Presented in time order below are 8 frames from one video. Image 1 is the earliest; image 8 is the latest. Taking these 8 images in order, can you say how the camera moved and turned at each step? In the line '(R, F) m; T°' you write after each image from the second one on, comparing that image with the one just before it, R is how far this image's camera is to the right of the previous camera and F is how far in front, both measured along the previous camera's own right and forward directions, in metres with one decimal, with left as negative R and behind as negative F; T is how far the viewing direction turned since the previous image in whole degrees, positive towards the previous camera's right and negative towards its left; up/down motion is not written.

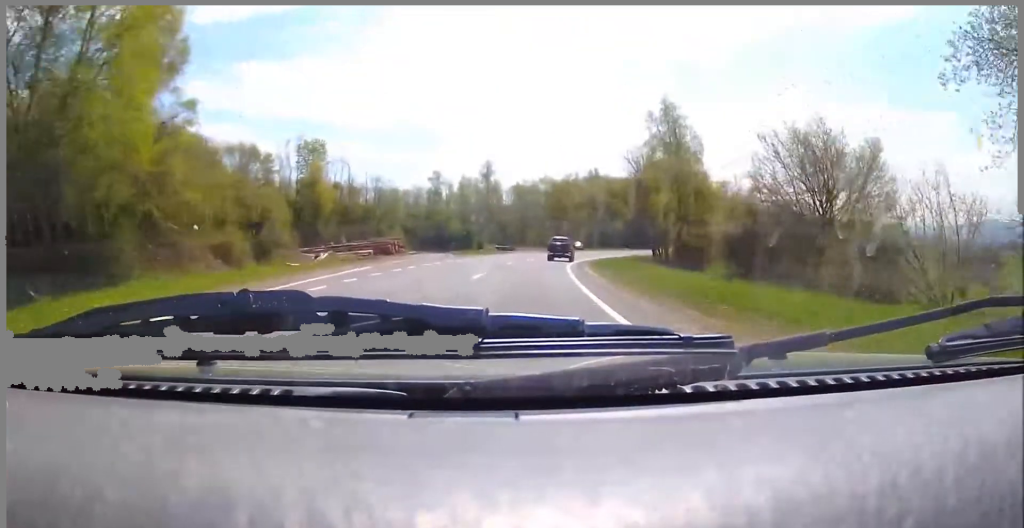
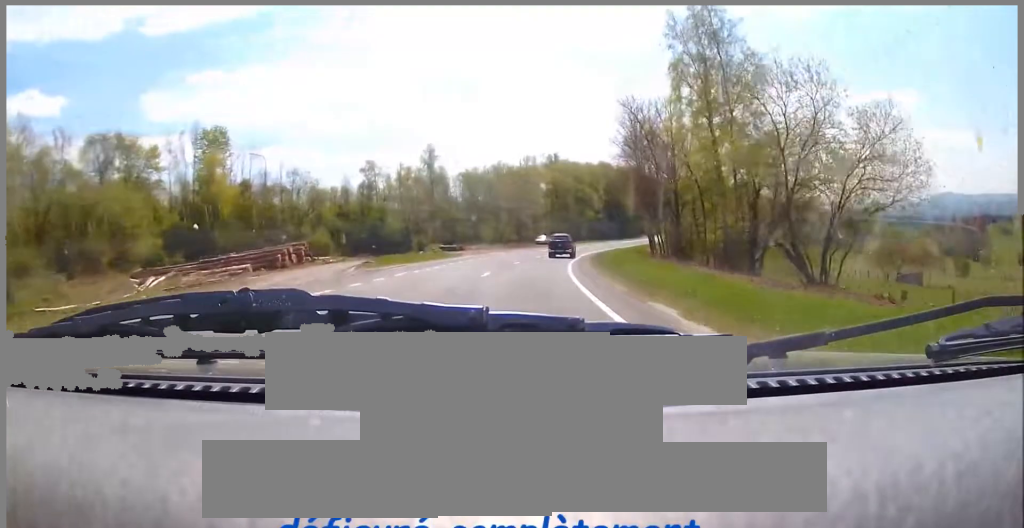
(+0.7, +22.3) m; +4°
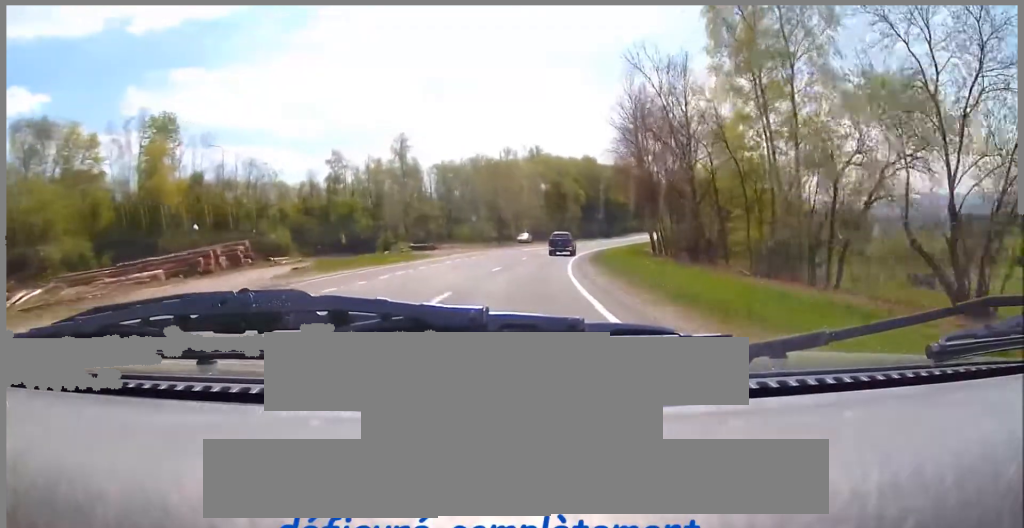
(0.0, +9.7) m; +2°
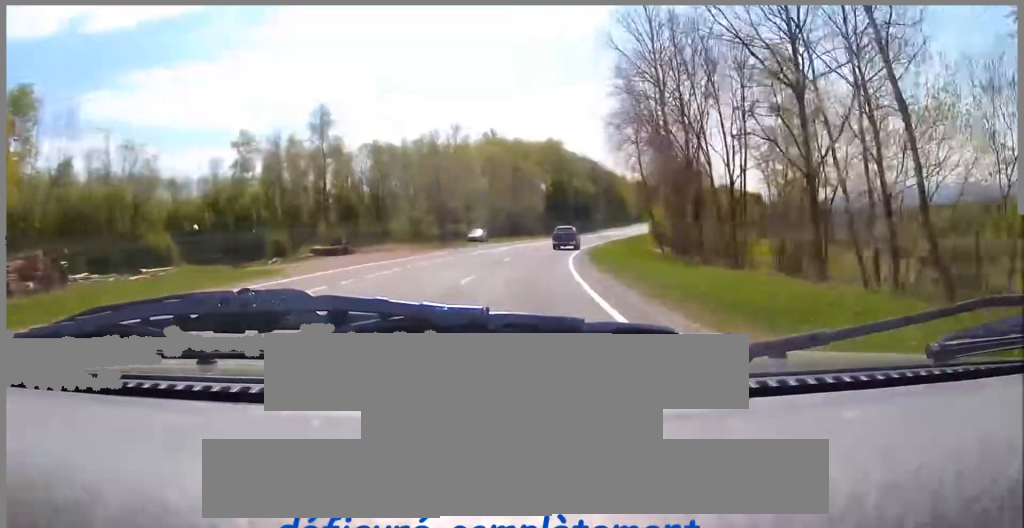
(+0.9, +22.0) m; +3°
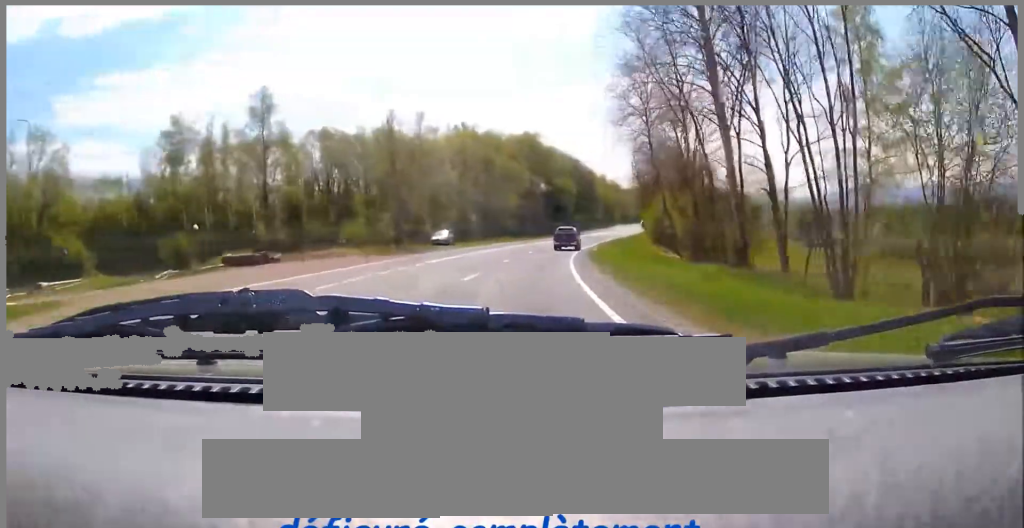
(-0.1, +12.3) m; +2°
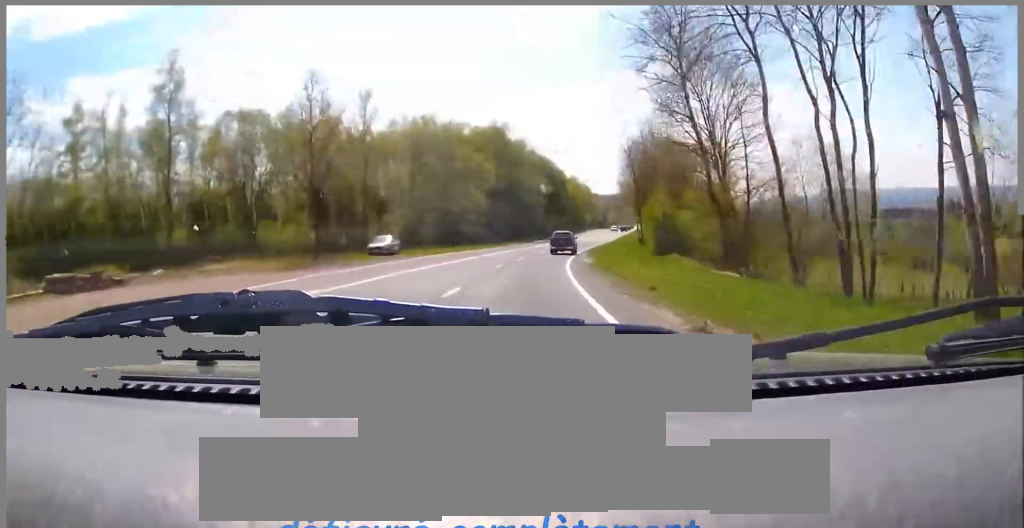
(+0.5, +14.5) m; +3°
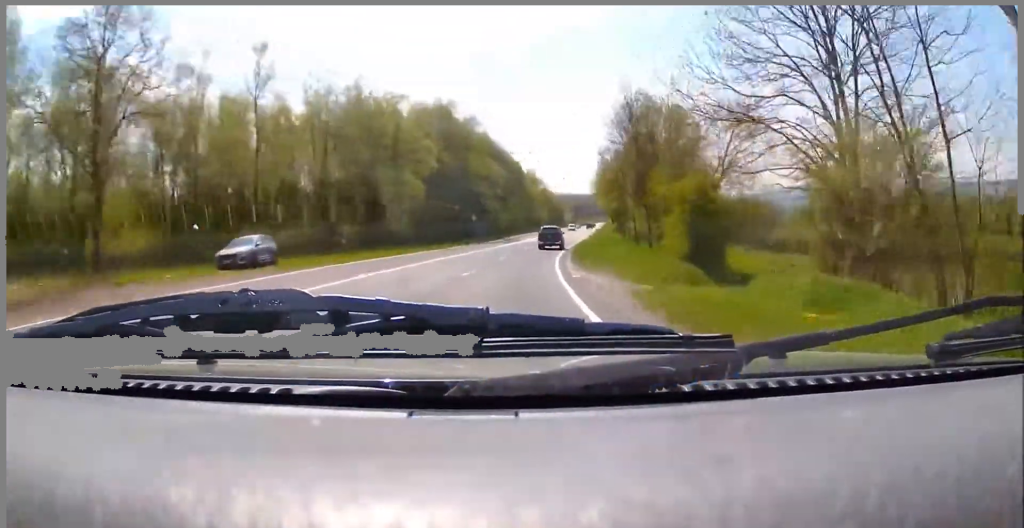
(+0.8, +18.7) m; +5°
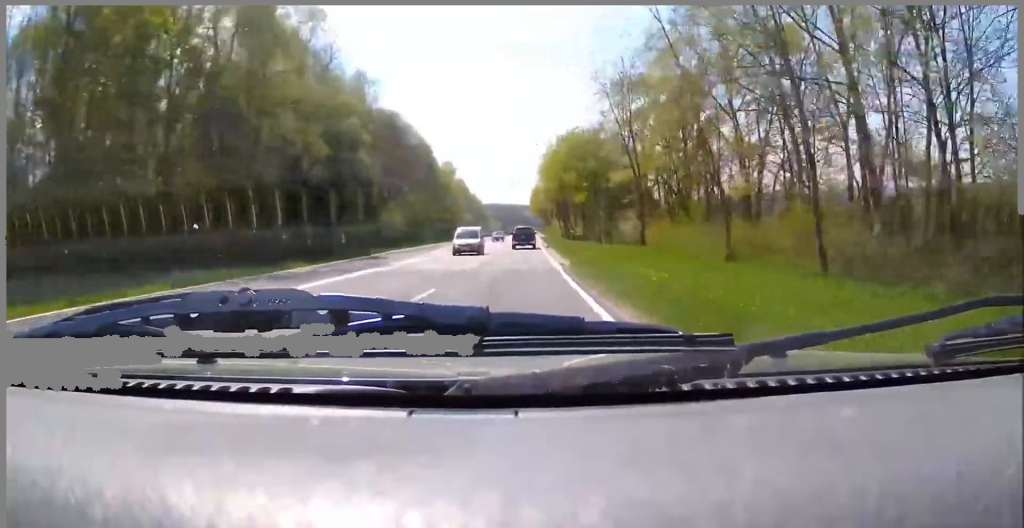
(+3.8, +51.7) m; +5°
